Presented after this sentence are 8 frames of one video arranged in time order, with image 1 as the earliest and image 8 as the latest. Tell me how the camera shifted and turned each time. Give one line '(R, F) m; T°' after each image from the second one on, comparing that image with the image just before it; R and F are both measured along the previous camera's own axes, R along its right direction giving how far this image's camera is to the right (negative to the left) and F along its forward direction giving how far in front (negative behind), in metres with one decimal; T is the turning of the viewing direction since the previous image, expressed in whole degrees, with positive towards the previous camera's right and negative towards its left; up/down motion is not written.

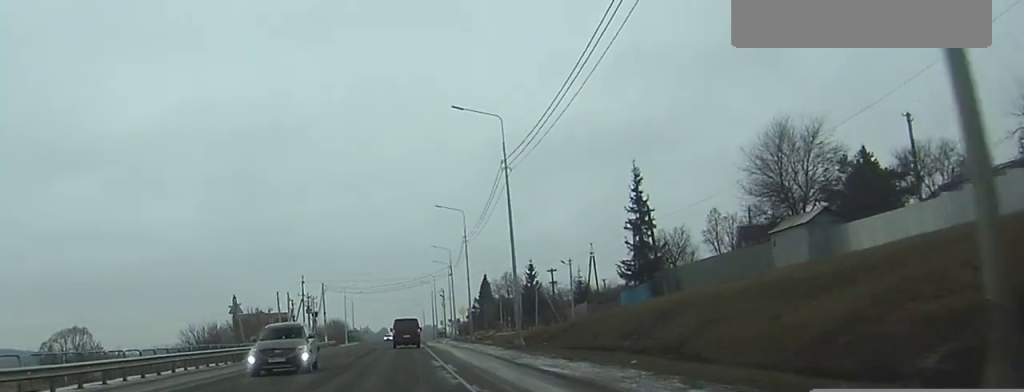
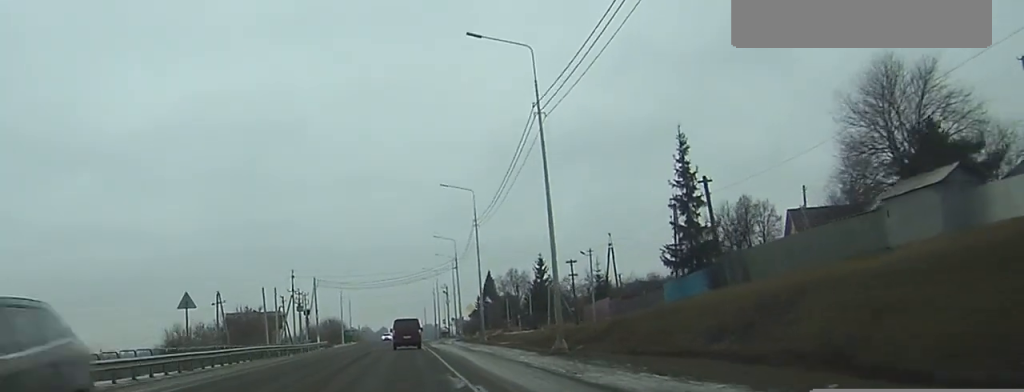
(0.0, +11.4) m; 0°
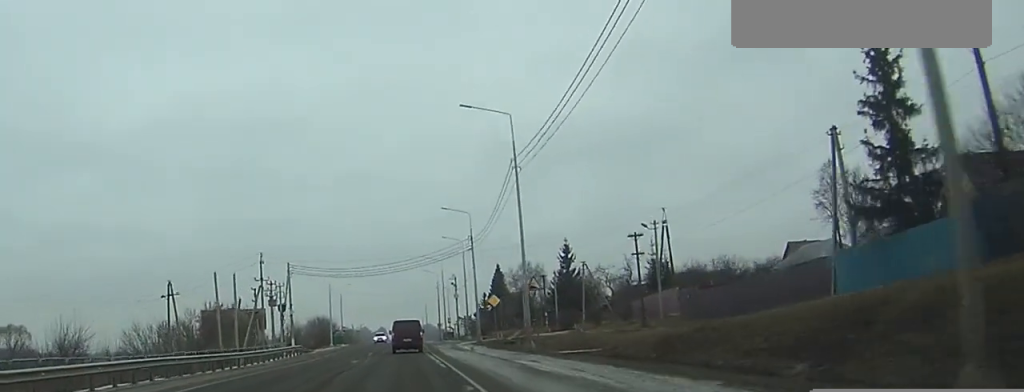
(0.0, +24.5) m; 0°
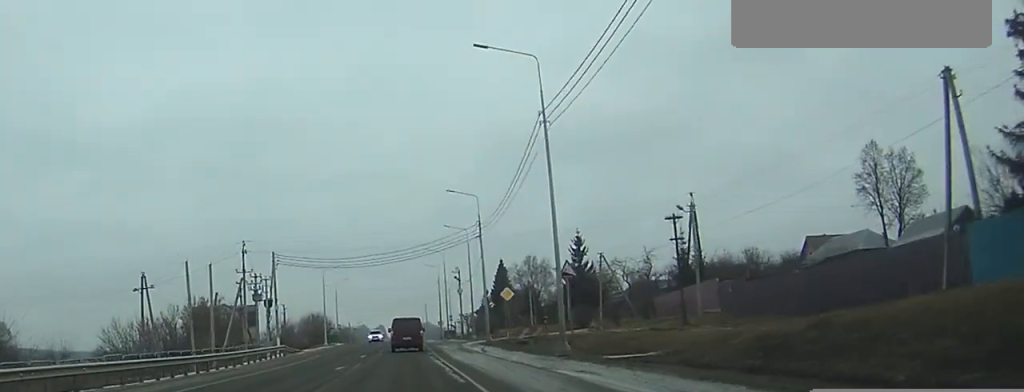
(0.0, +9.3) m; 0°
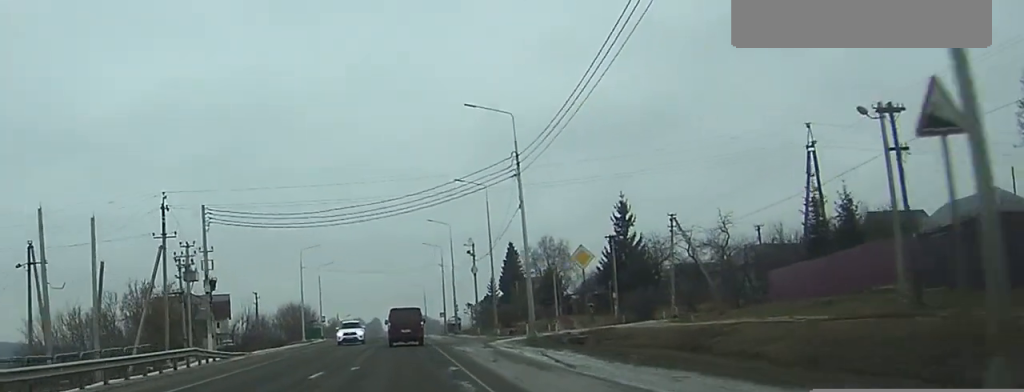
(+0.1, +25.8) m; 0°
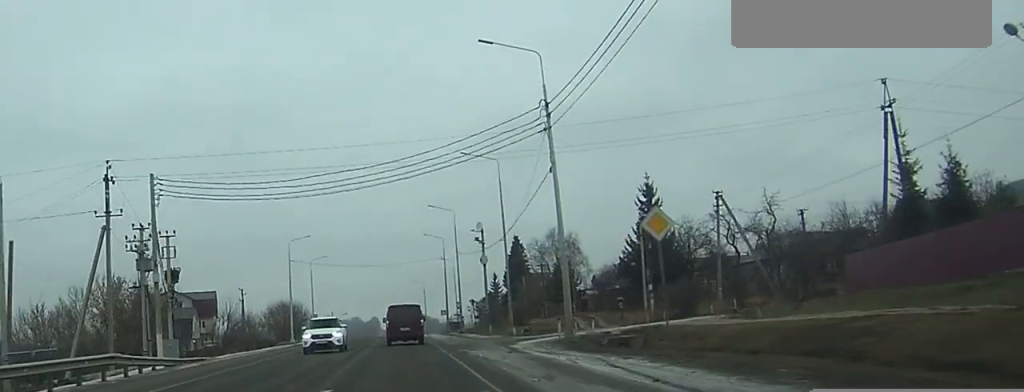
(0.0, +10.2) m; 0°
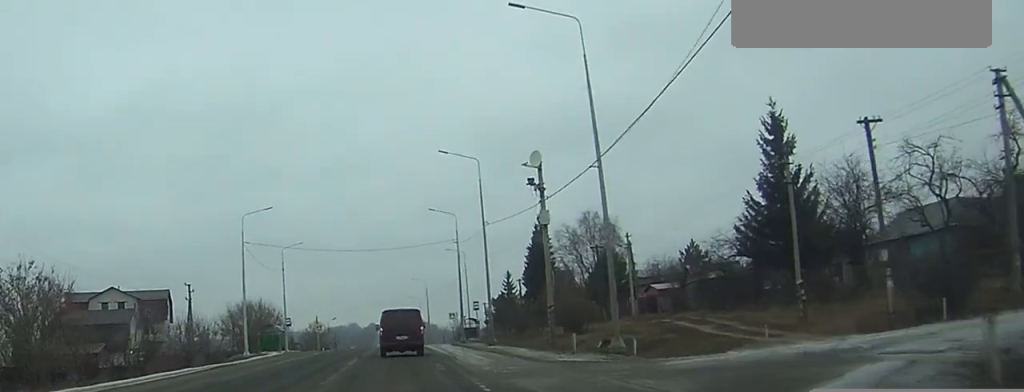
(0.0, +29.0) m; 0°
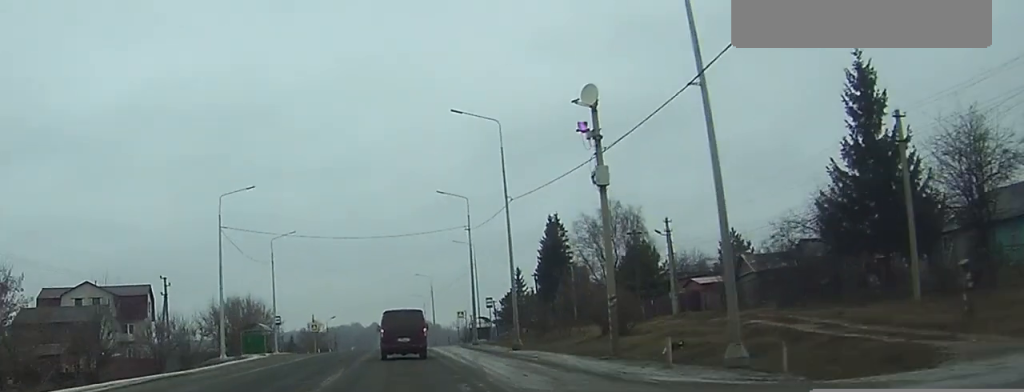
(0.0, +10.6) m; 0°
